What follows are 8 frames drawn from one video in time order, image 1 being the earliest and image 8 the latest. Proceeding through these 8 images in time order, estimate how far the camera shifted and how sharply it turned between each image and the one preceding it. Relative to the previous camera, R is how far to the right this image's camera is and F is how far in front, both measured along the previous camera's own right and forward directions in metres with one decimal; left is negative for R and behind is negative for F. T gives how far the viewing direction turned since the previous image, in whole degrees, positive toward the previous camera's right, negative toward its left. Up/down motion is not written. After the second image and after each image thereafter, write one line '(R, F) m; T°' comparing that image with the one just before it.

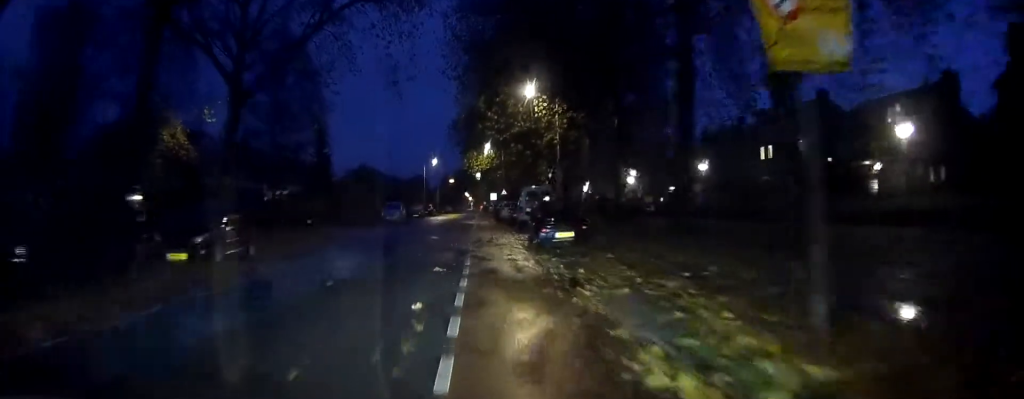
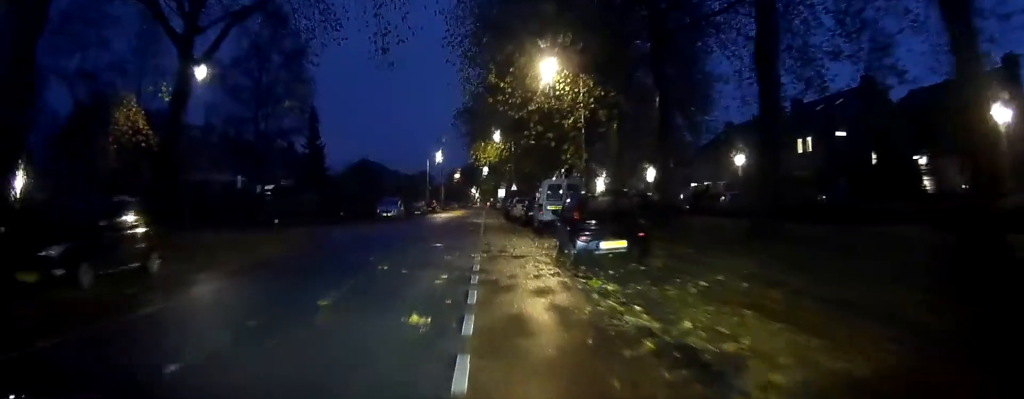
(-0.4, +5.9) m; +2°
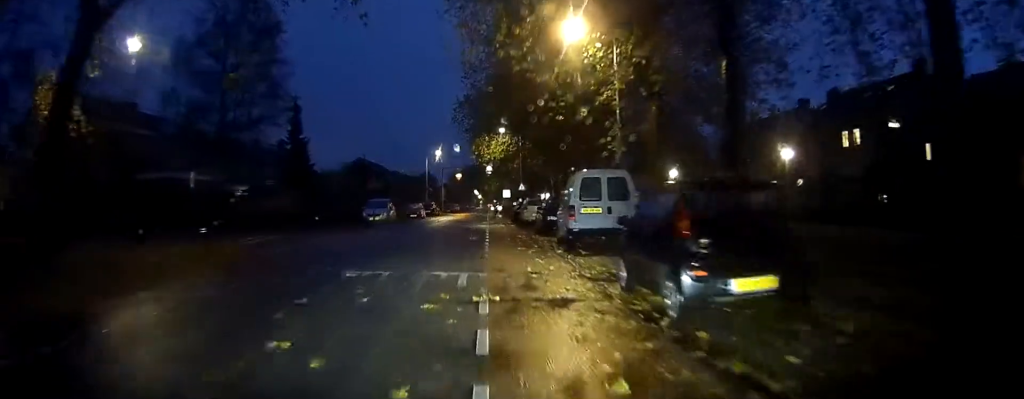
(+0.6, +6.7) m; -5°
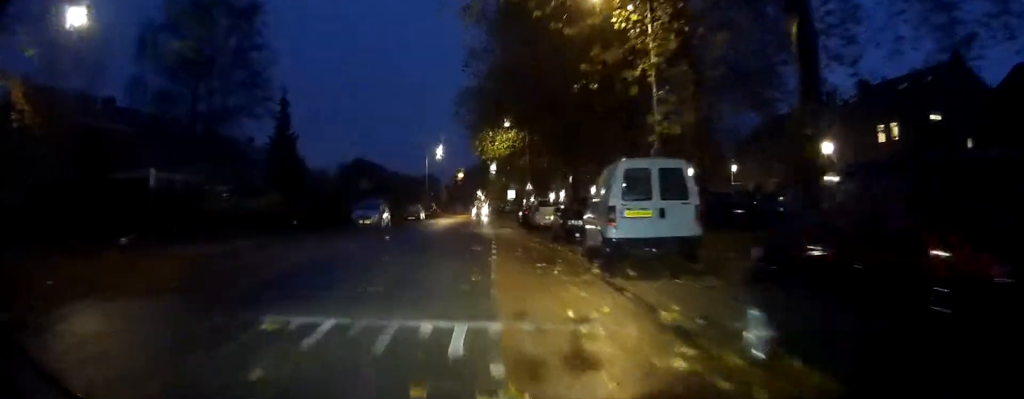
(-0.6, +4.1) m; -6°
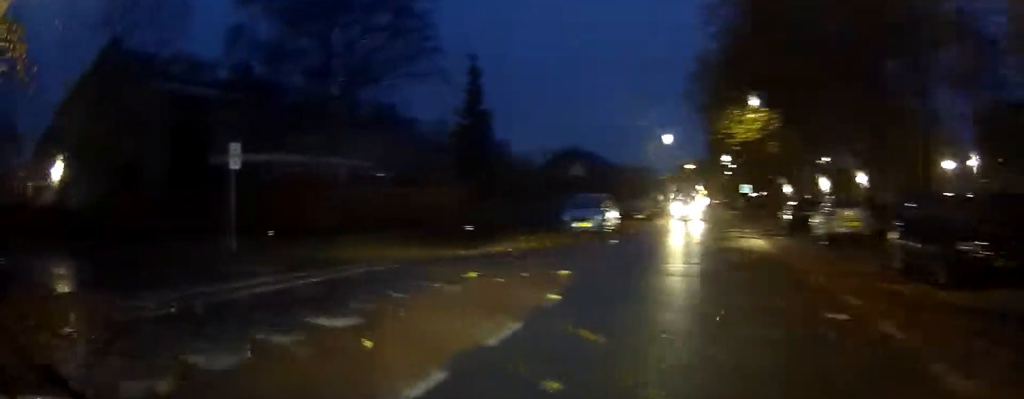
(-0.9, +8.6) m; -14°
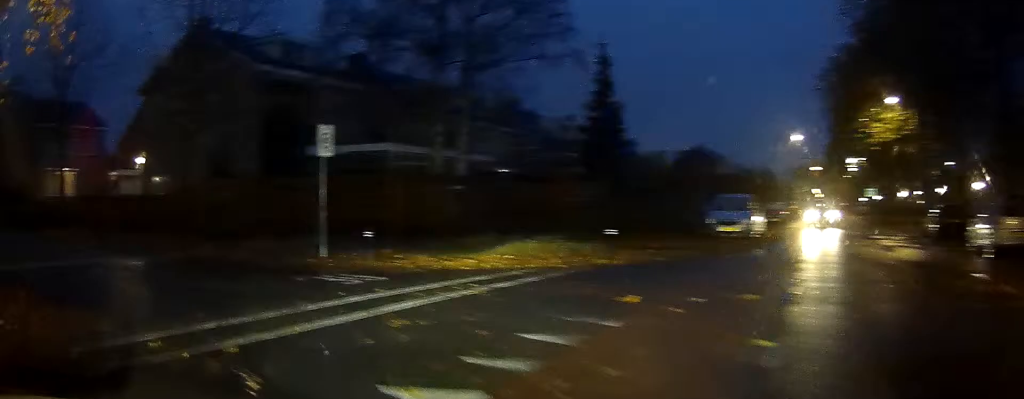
(-0.2, +2.1) m; -11°
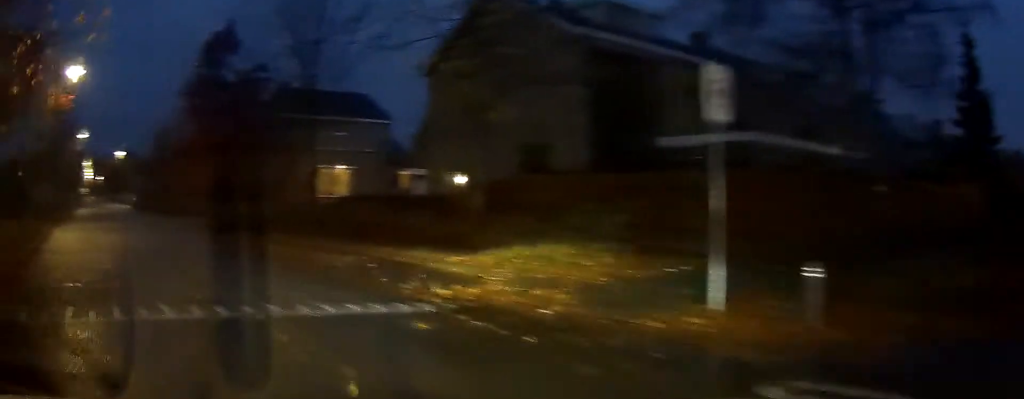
(-1.4, +4.8) m; -31°
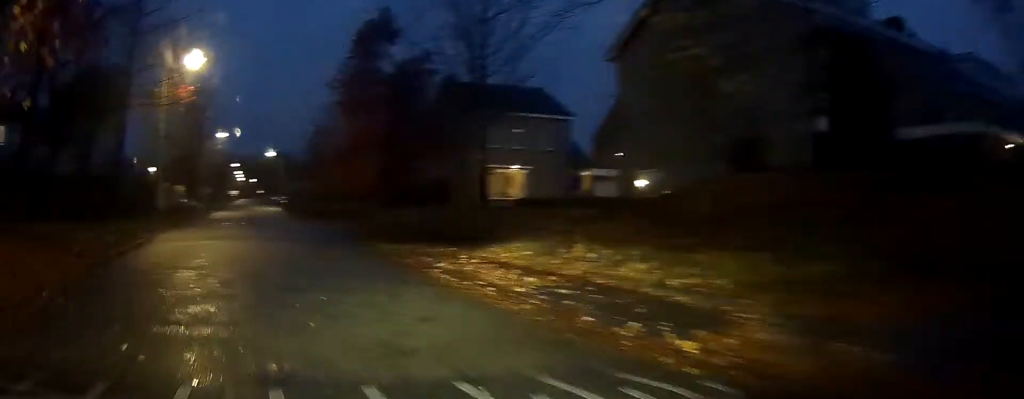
(-0.6, +3.4) m; -13°
